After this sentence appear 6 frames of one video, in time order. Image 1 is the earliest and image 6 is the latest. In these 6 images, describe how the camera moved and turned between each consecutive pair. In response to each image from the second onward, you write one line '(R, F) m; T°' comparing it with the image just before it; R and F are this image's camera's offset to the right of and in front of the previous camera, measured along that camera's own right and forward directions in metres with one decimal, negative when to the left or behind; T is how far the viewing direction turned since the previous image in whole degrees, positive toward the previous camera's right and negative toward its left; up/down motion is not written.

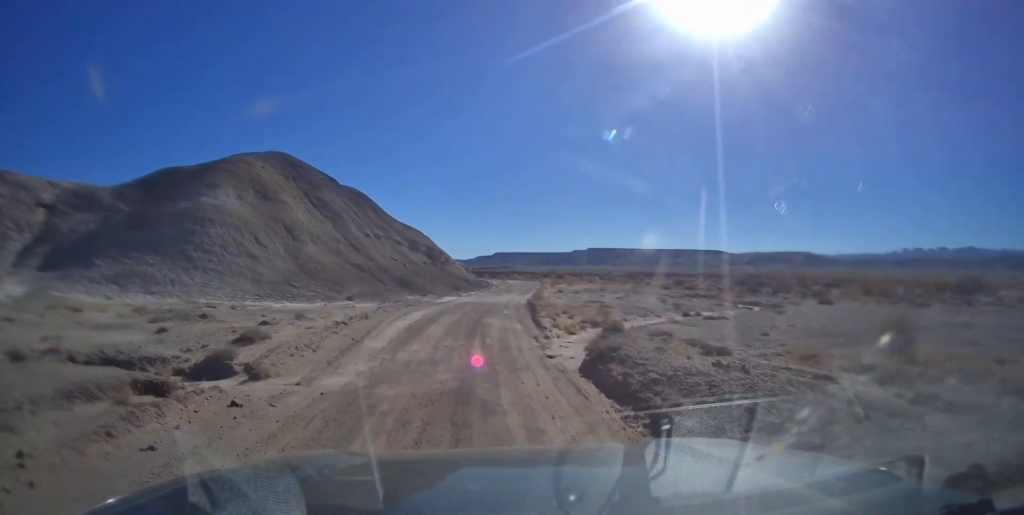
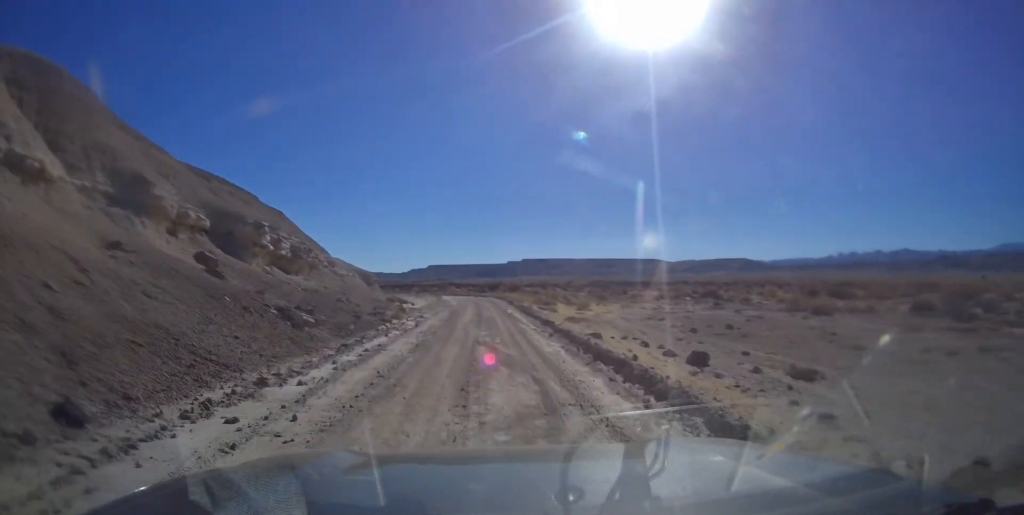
(+1.6, +43.2) m; +7°
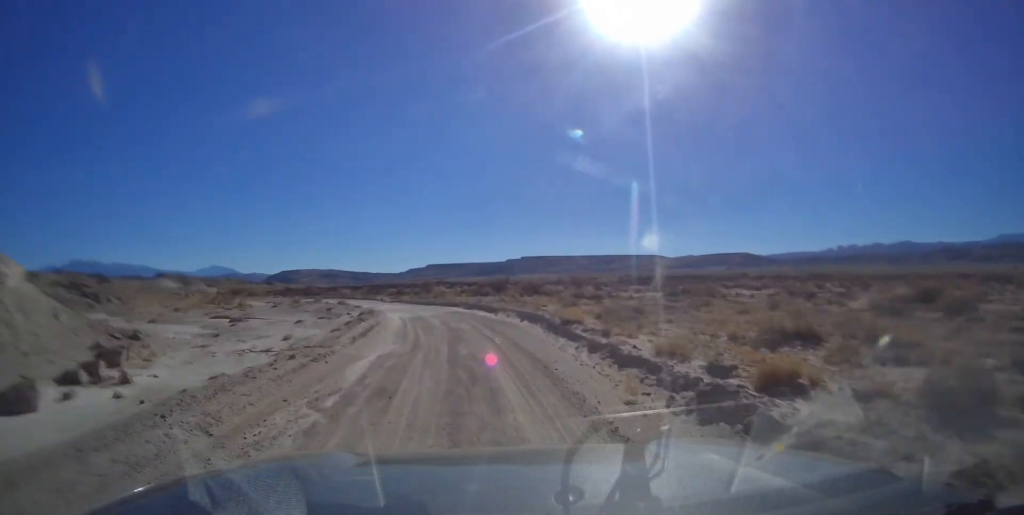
(+2.4, +40.9) m; +1°
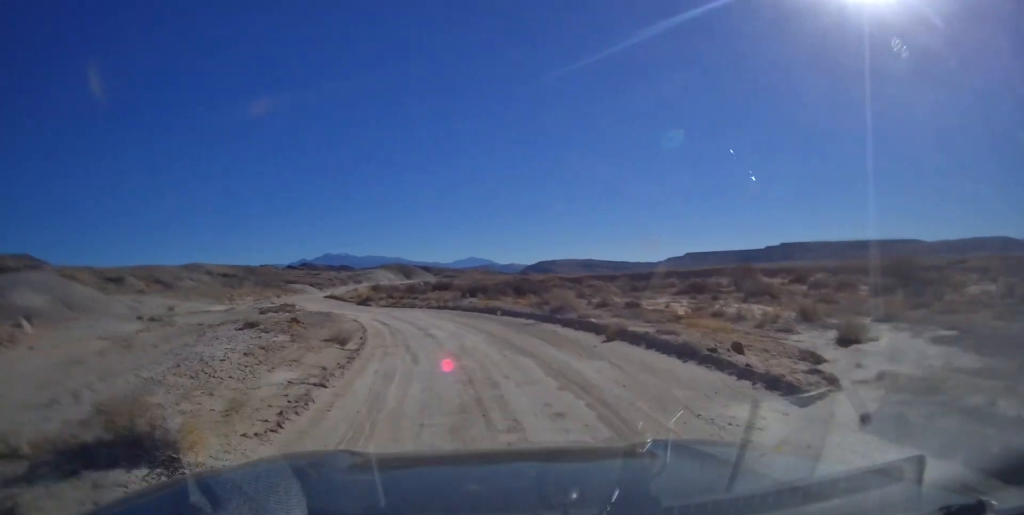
(-4.0, +51.8) m; -14°
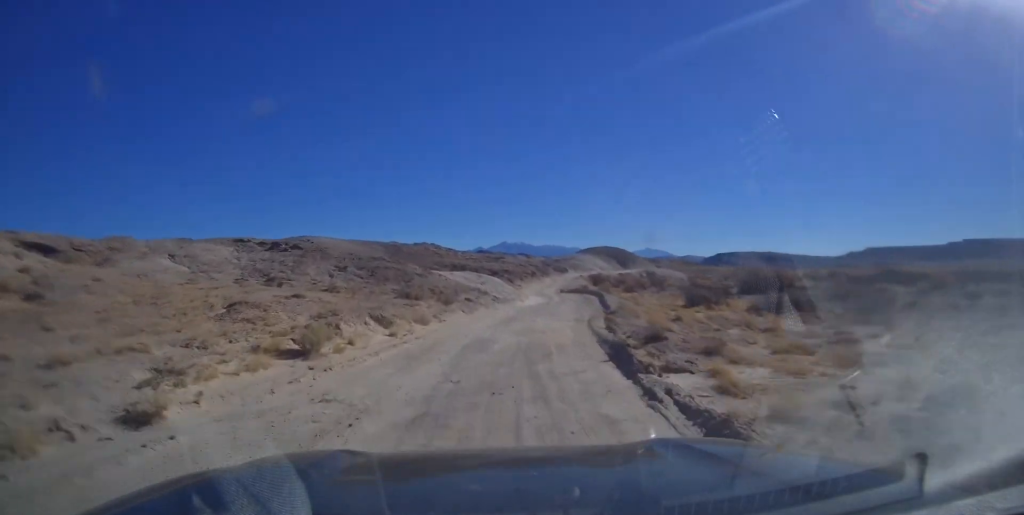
(-25.7, +61.9) m; -34°
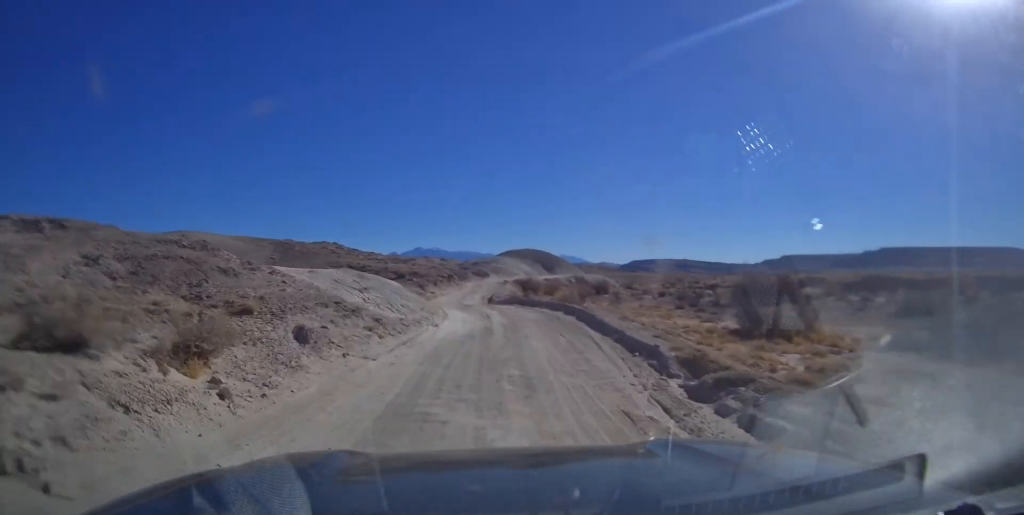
(+1.2, +17.8) m; +4°
